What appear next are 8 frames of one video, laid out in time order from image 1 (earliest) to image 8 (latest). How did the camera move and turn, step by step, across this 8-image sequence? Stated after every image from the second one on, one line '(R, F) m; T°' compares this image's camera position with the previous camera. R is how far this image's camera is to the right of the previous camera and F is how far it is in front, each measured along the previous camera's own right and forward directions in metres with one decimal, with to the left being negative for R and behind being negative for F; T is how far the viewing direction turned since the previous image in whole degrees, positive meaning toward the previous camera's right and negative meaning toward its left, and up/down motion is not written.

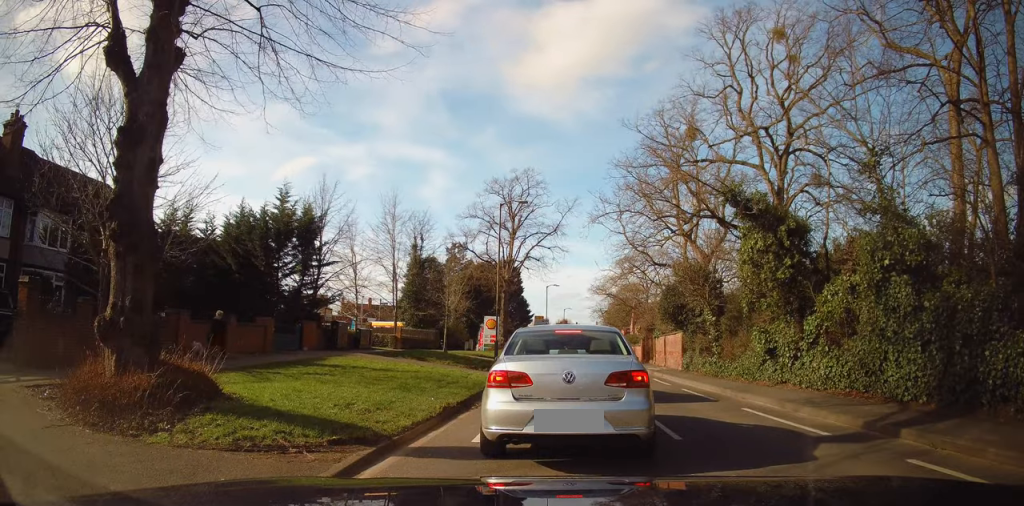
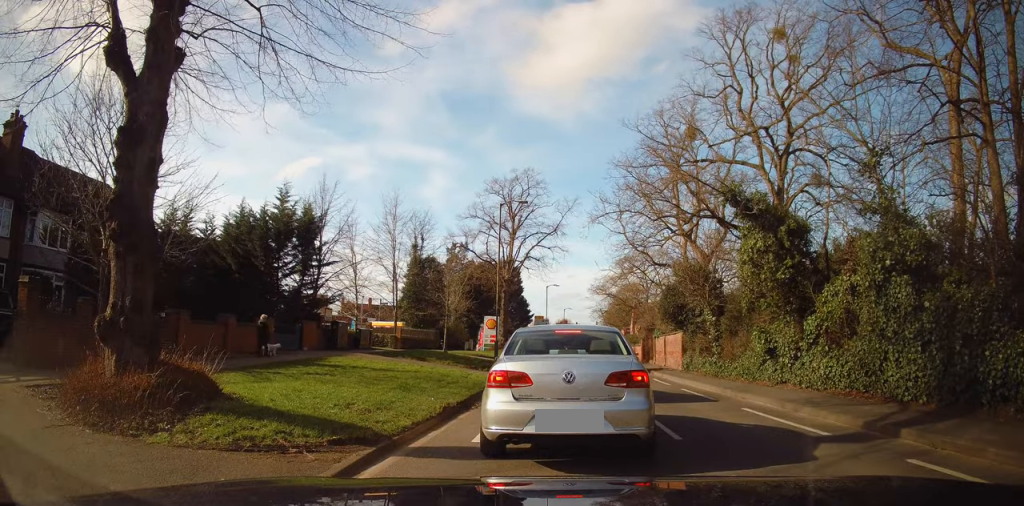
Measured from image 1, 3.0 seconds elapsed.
(+0.1, +0.9) m; +2°
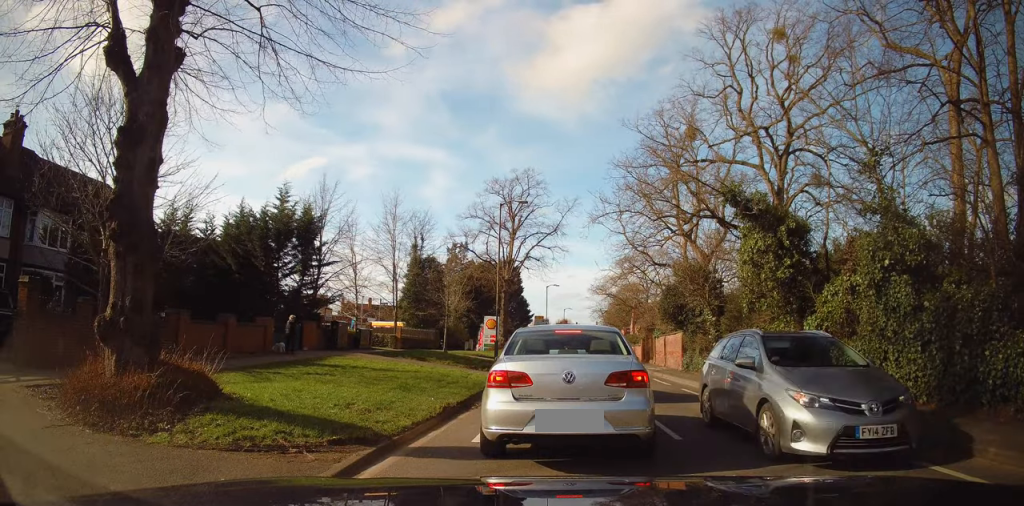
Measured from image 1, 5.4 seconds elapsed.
(0.0, +0.7) m; 0°
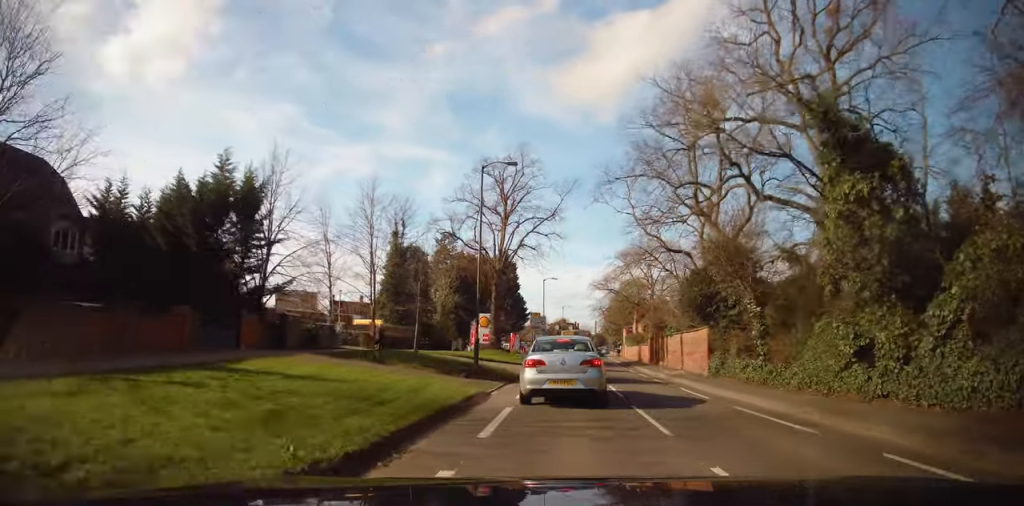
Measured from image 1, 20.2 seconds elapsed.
(-0.2, +6.0) m; -1°
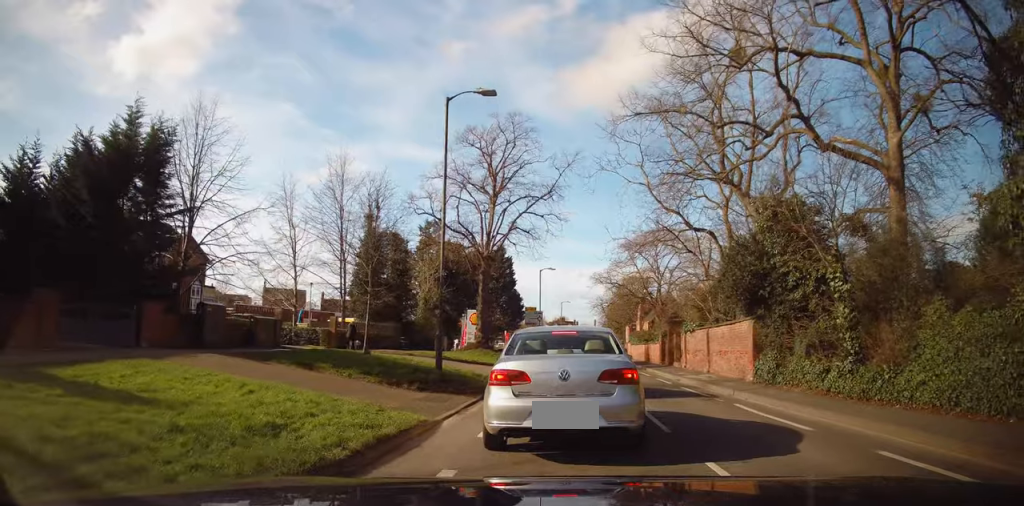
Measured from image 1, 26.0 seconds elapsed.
(+0.1, +2.6) m; +1°
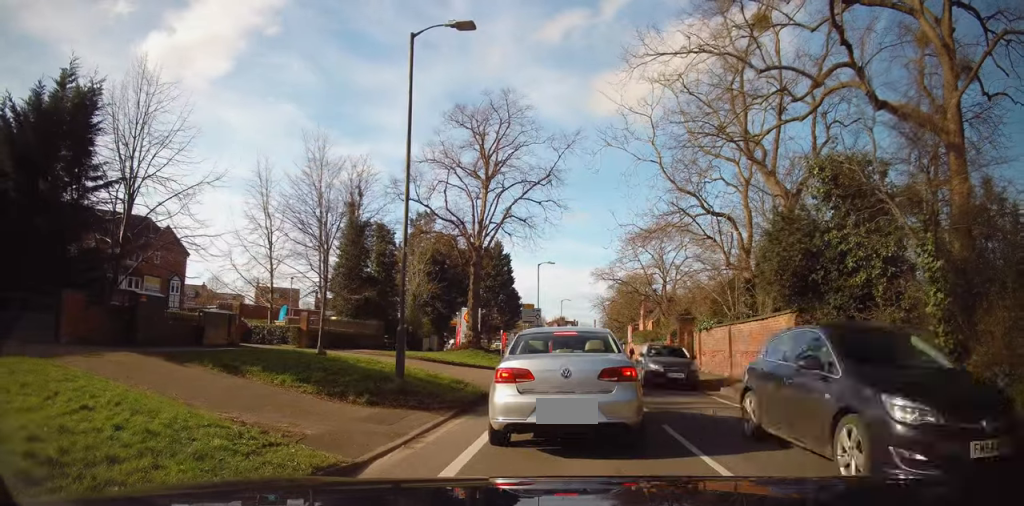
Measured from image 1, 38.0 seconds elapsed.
(-0.2, +5.0) m; -3°
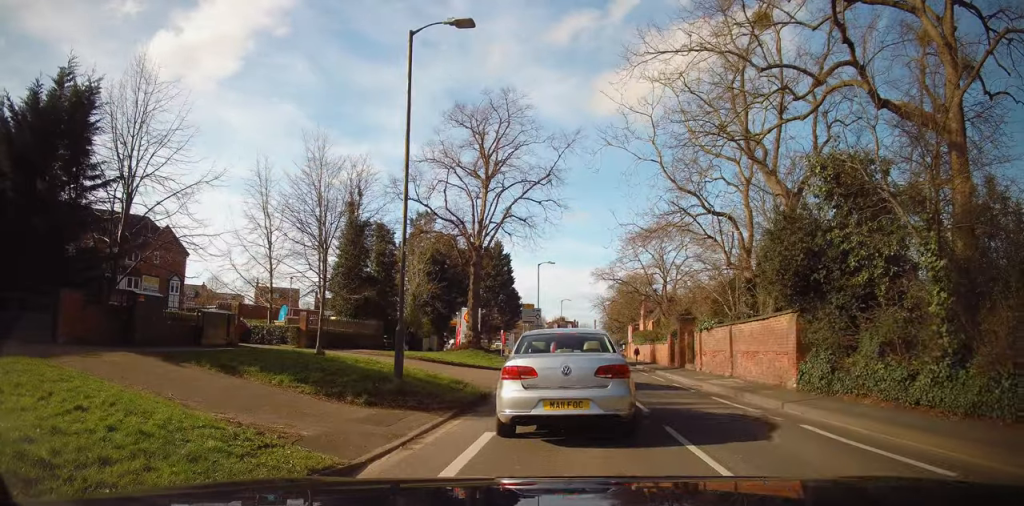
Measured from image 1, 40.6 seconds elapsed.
(0.0, +1.4) m; +1°
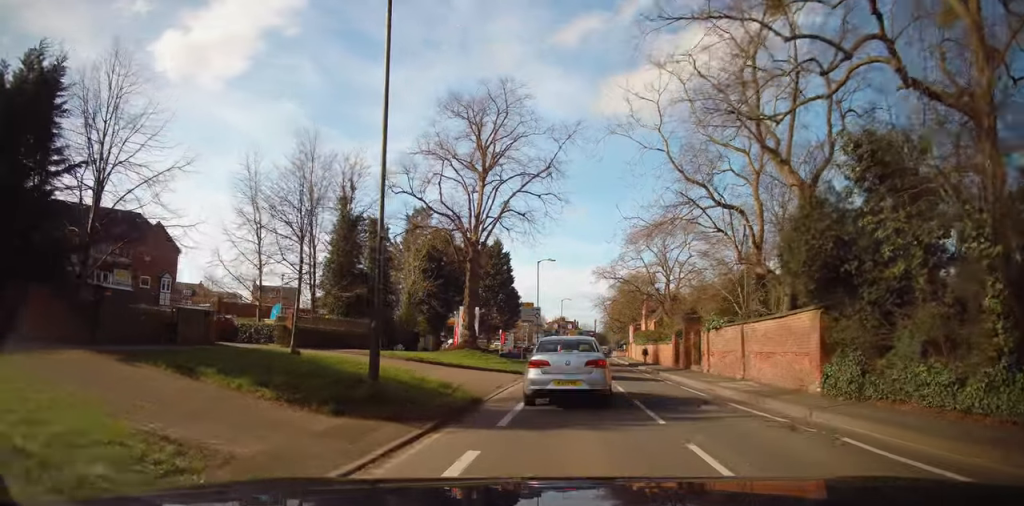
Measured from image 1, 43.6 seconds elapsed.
(0.0, +2.1) m; +2°
